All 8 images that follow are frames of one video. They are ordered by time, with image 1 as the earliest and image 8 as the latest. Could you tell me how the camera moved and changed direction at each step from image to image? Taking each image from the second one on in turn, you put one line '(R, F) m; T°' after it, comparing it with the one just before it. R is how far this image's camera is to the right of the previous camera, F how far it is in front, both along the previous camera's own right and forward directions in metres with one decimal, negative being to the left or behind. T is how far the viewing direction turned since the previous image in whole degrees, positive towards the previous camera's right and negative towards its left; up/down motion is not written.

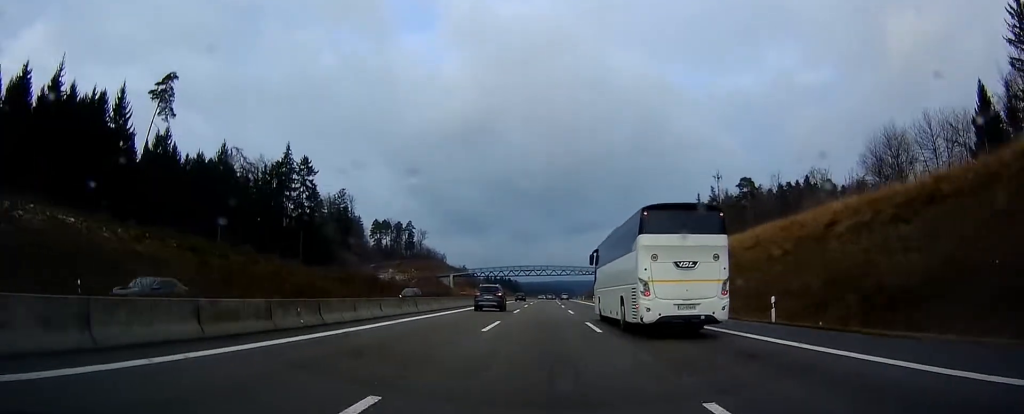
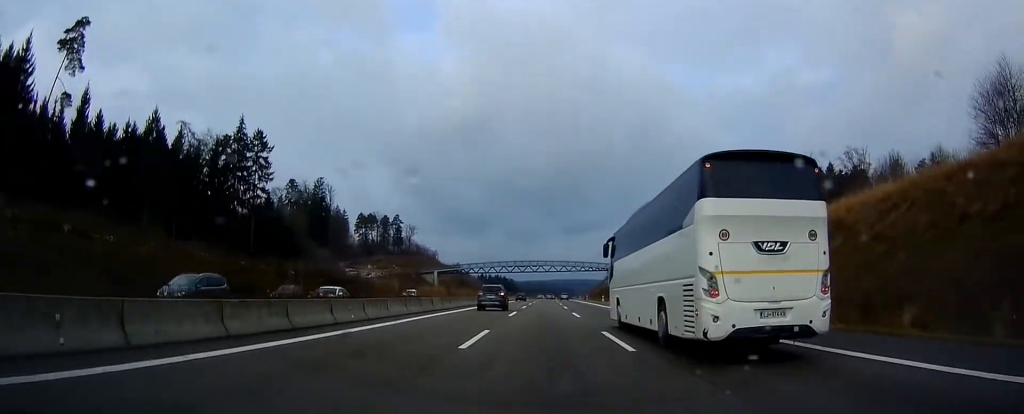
(0.0, +23.9) m; +1°
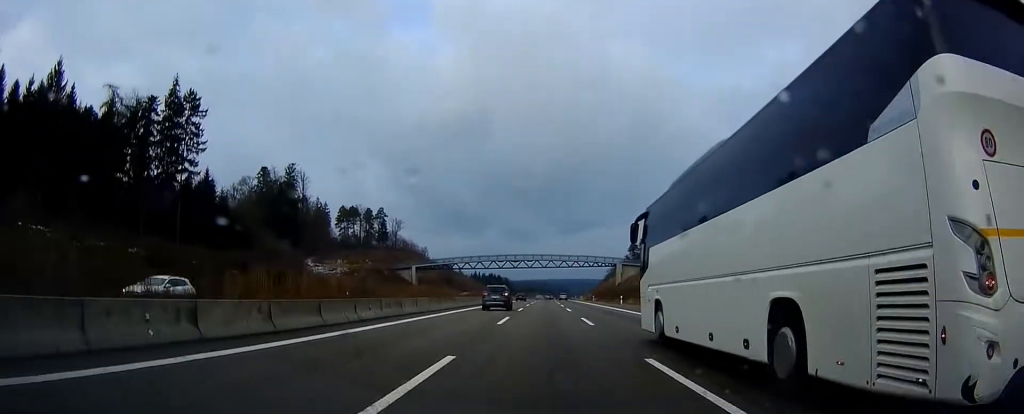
(+0.3, +25.5) m; +1°
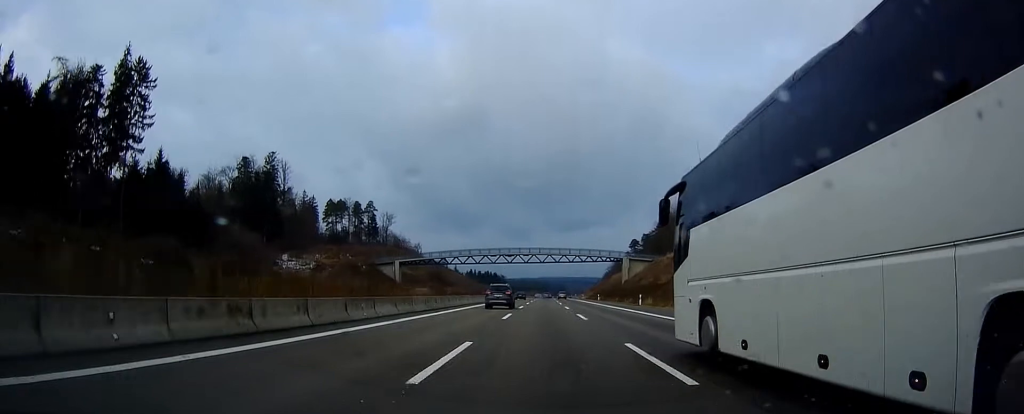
(0.0, +15.1) m; 0°
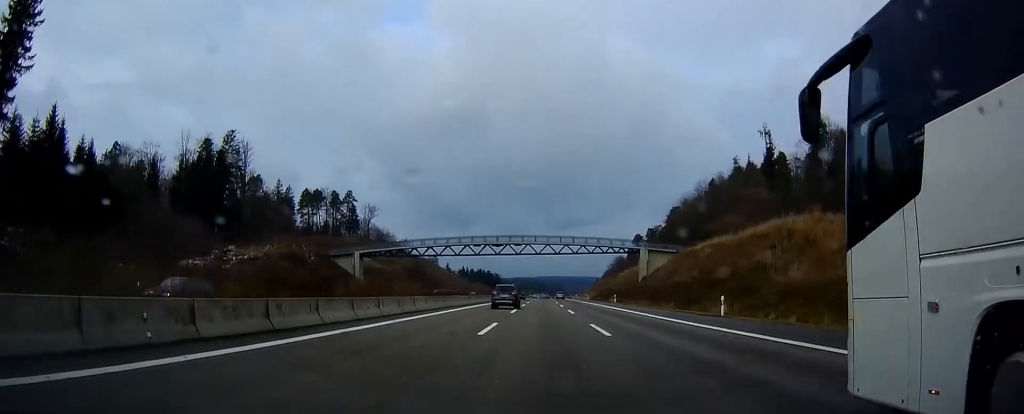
(0.0, +27.1) m; 0°
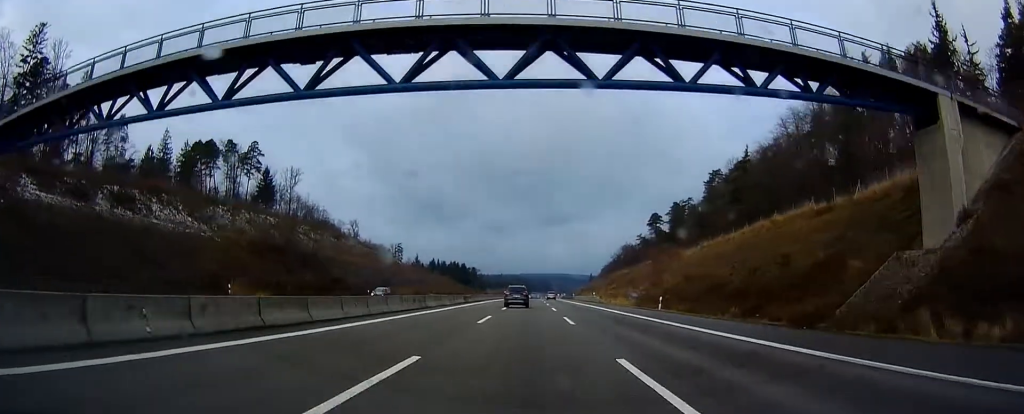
(+0.8, +83.9) m; +1°
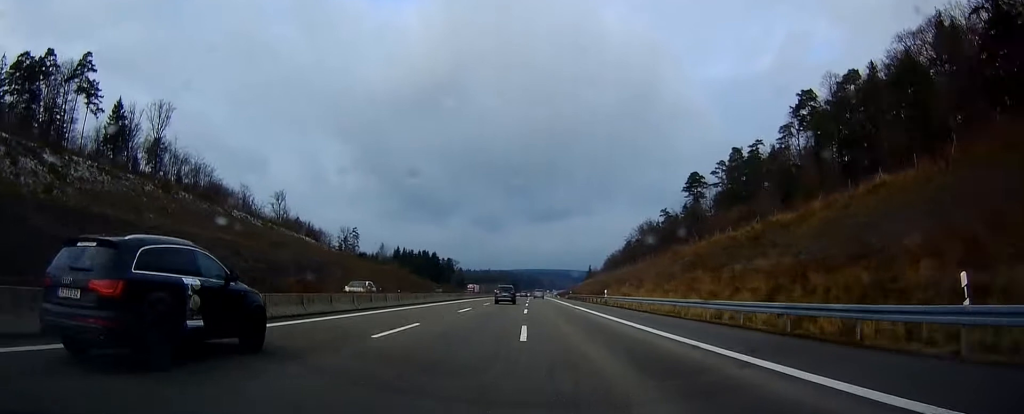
(+1.0, +80.1) m; +1°
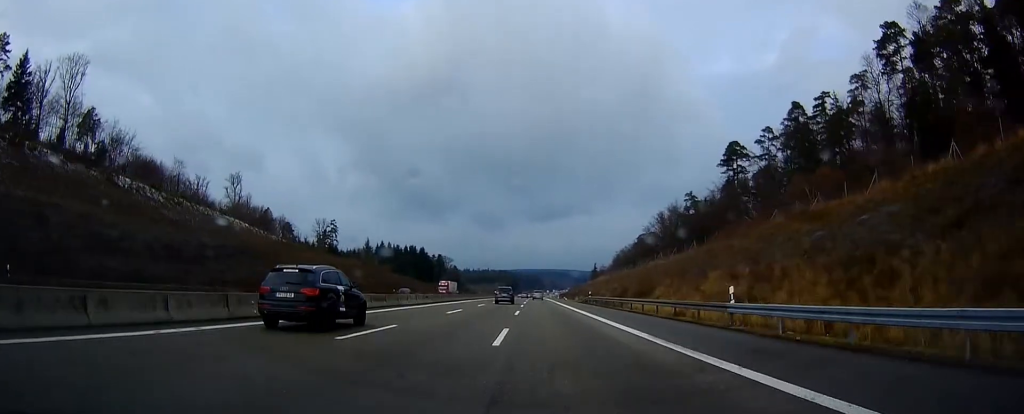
(-0.1, +36.8) m; 0°
